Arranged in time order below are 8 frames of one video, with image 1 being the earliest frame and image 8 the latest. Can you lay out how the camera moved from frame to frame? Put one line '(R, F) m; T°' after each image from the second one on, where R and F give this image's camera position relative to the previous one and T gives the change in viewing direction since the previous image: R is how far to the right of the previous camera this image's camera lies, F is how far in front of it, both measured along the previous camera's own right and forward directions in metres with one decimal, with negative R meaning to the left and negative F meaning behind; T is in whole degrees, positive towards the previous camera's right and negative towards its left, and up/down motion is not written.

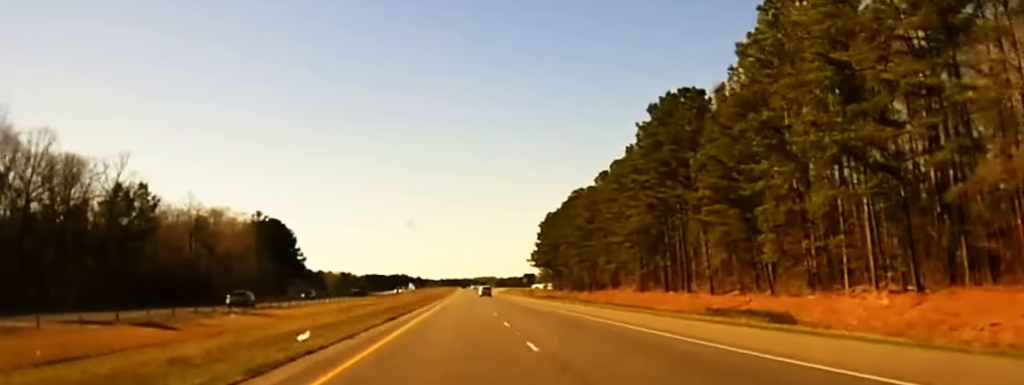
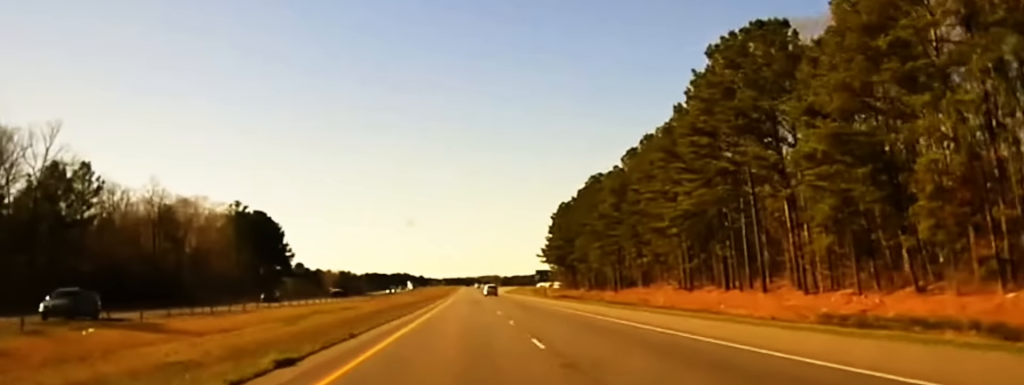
(0.0, +24.0) m; 0°
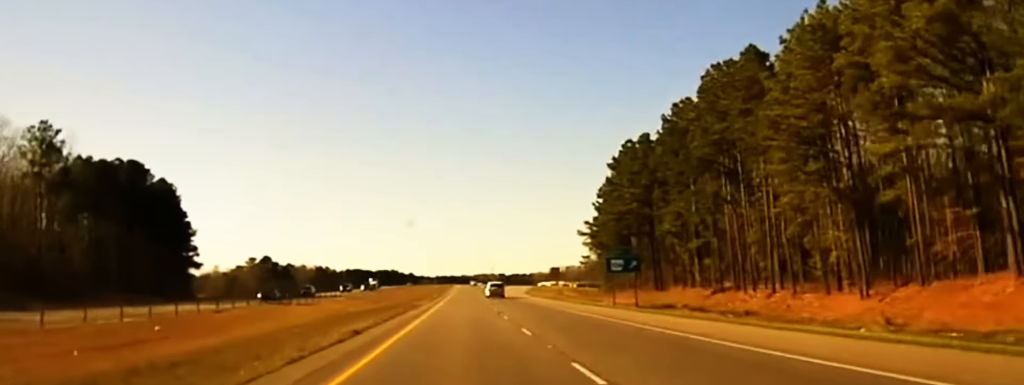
(+0.4, +92.1) m; 0°
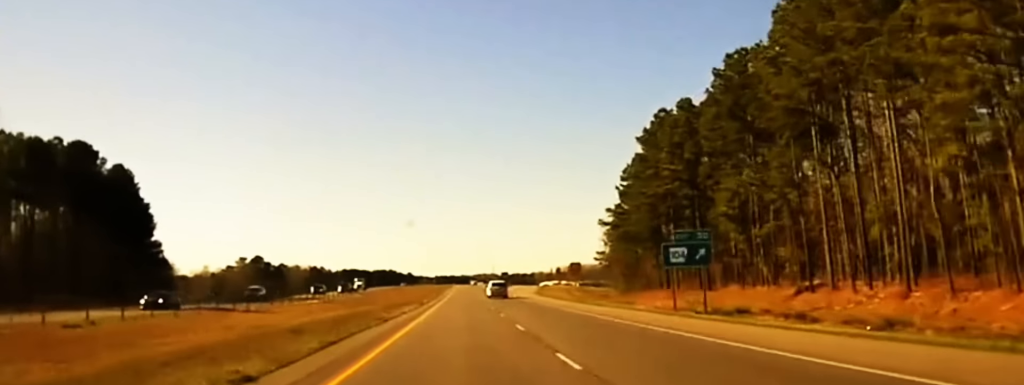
(+0.1, +22.1) m; 0°
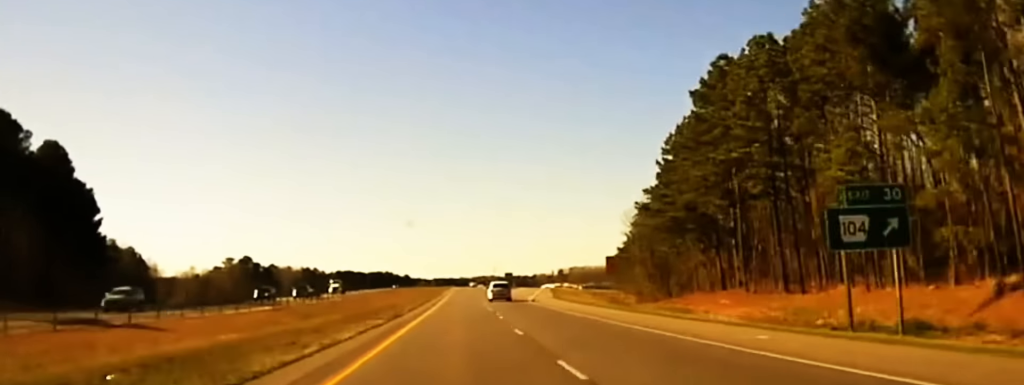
(-0.2, +24.0) m; 0°
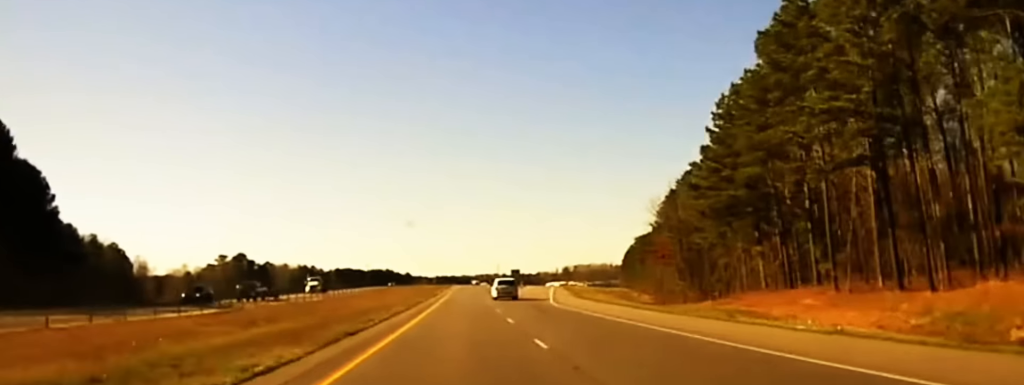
(-0.1, +20.5) m; 0°
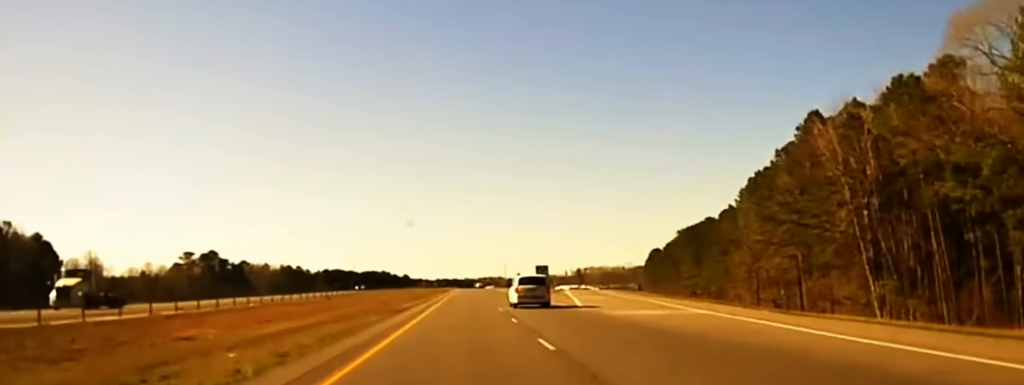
(-0.1, +61.9) m; 0°
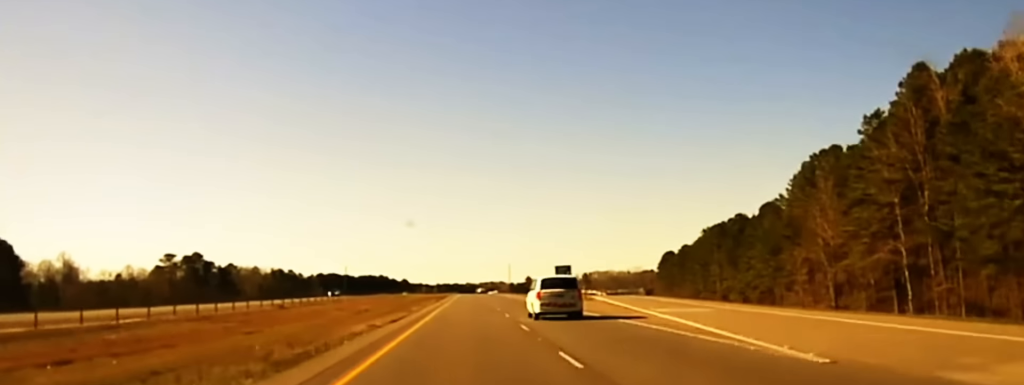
(-0.2, +27.7) m; 0°
